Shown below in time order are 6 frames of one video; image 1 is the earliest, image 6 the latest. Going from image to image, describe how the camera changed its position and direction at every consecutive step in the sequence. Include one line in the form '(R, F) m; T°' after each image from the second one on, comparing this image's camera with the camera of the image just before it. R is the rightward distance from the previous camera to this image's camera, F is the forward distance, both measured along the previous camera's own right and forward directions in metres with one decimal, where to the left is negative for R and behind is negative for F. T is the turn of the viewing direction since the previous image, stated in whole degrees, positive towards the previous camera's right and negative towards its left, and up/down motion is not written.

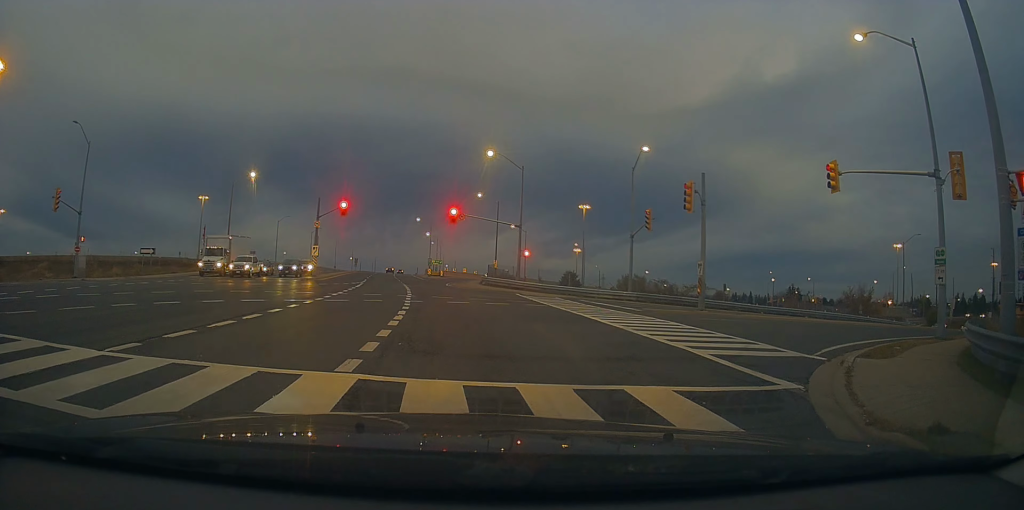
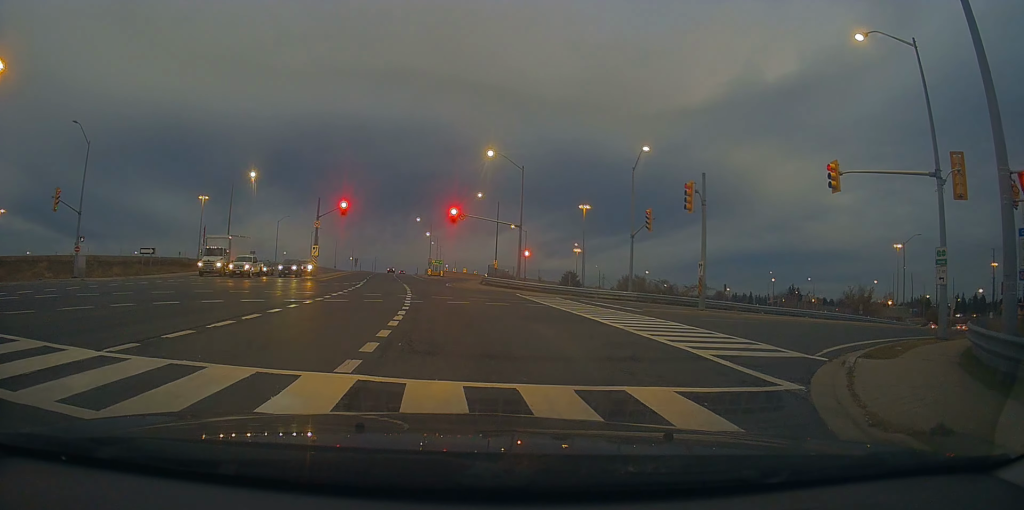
(0.0, 0.0) m; 0°
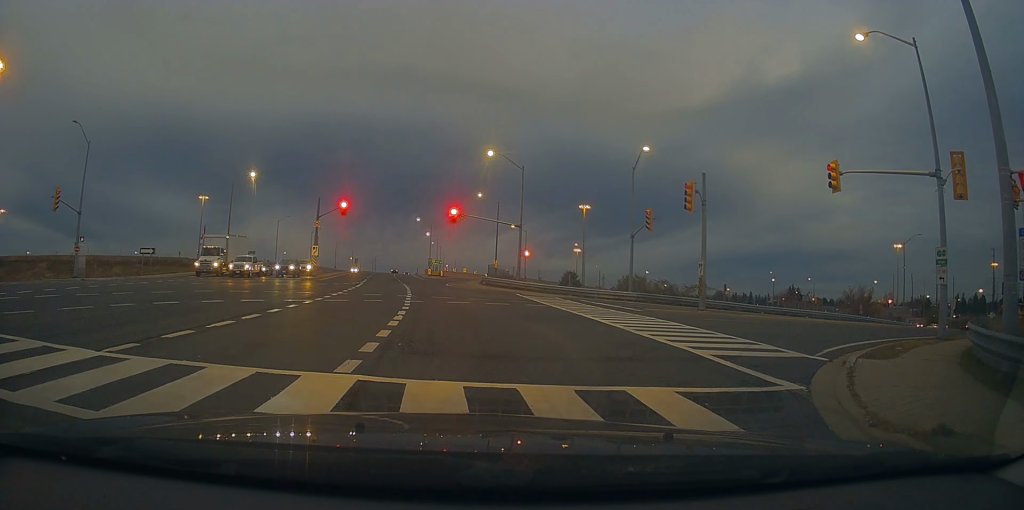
(0.0, 0.0) m; 0°
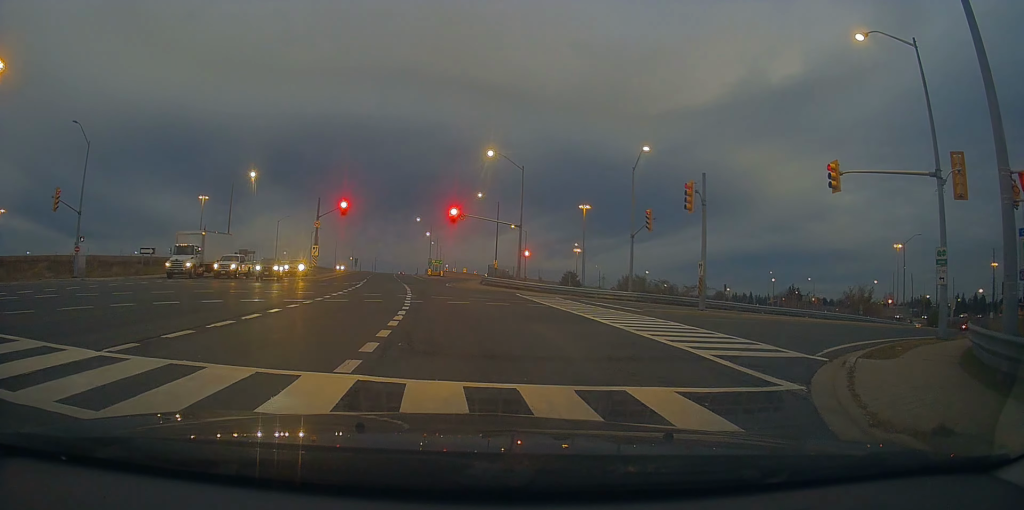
(0.0, 0.0) m; 0°
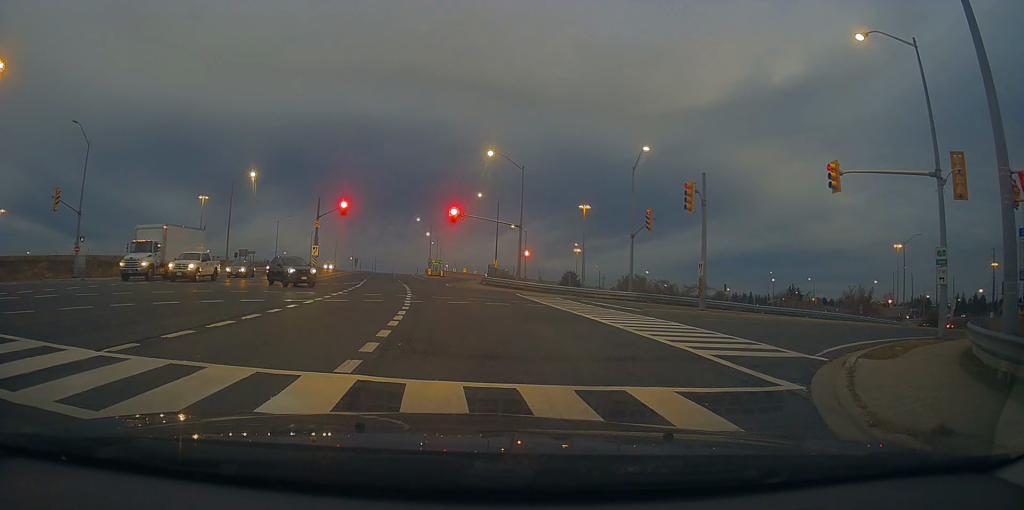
(0.0, 0.0) m; 0°
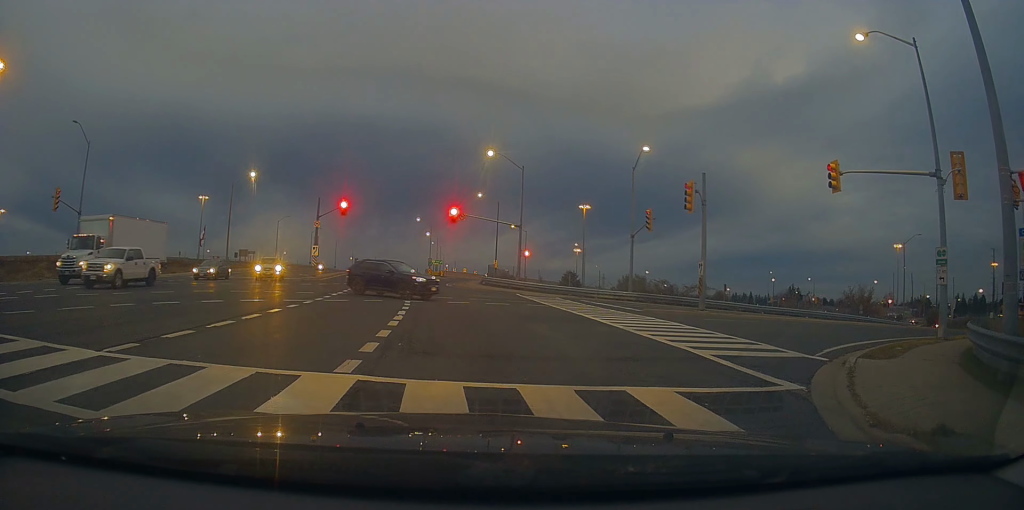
(0.0, 0.0) m; 0°
